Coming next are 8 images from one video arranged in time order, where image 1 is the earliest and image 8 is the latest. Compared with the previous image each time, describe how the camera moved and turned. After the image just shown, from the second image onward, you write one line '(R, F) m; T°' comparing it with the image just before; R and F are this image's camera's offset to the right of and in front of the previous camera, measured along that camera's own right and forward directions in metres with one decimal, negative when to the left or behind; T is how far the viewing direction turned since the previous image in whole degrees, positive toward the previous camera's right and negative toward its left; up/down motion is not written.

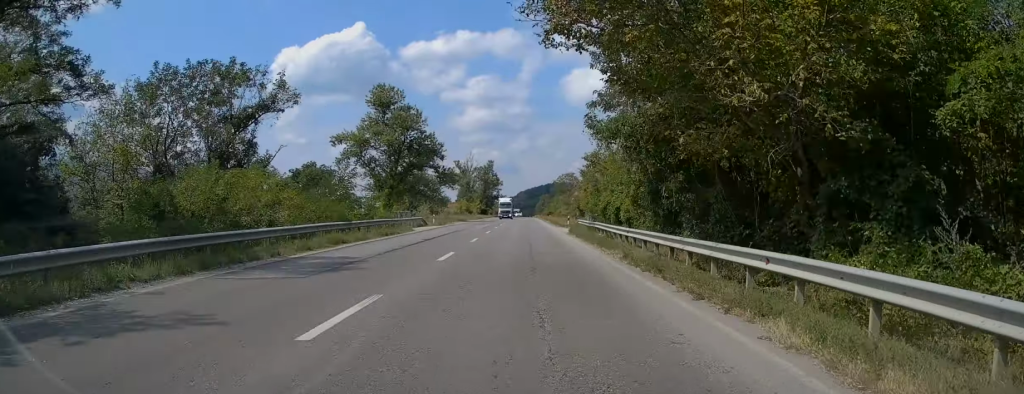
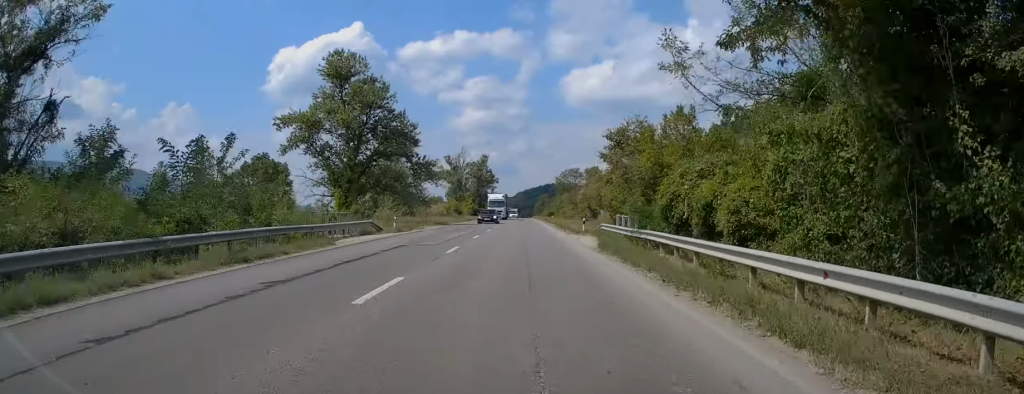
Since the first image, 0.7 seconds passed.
(+0.3, +15.6) m; 0°
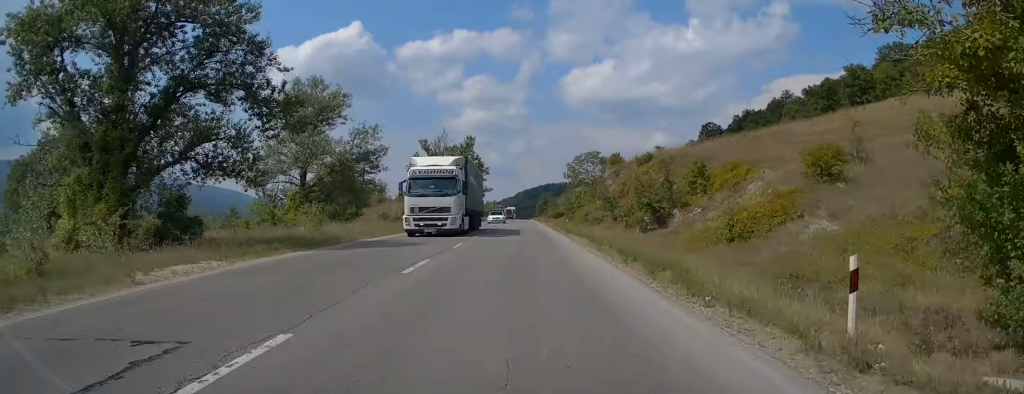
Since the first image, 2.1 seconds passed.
(-0.3, +32.0) m; 0°
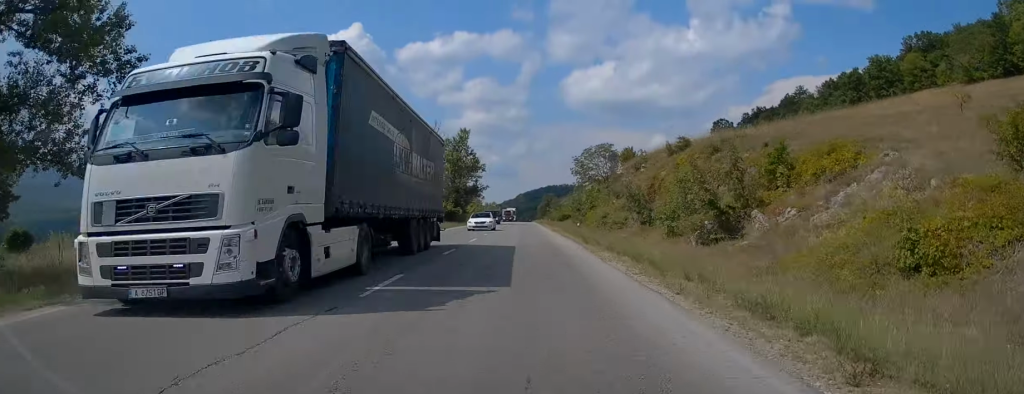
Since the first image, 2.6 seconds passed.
(+0.2, +11.2) m; 0°
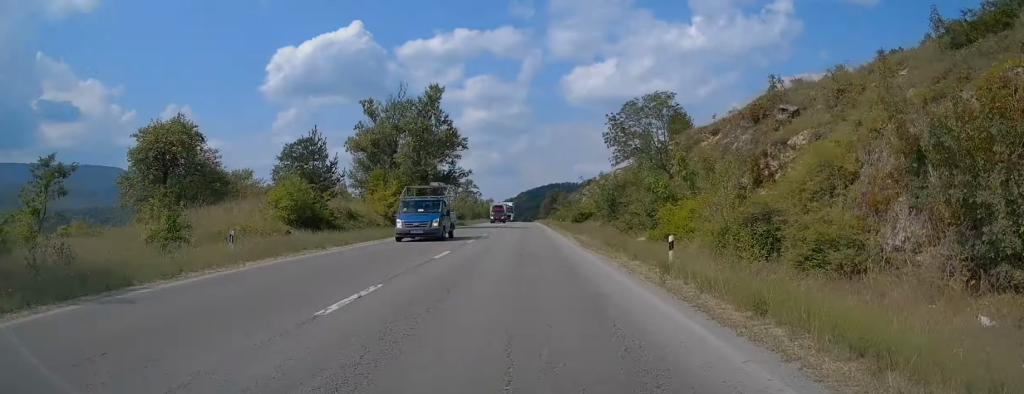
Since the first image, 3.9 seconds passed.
(-0.3, +28.5) m; 0°
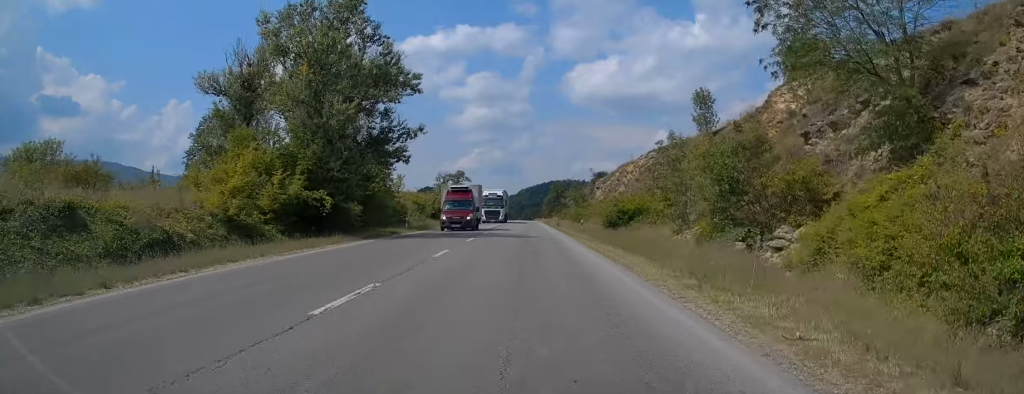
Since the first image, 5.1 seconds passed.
(+0.3, +27.1) m; 0°
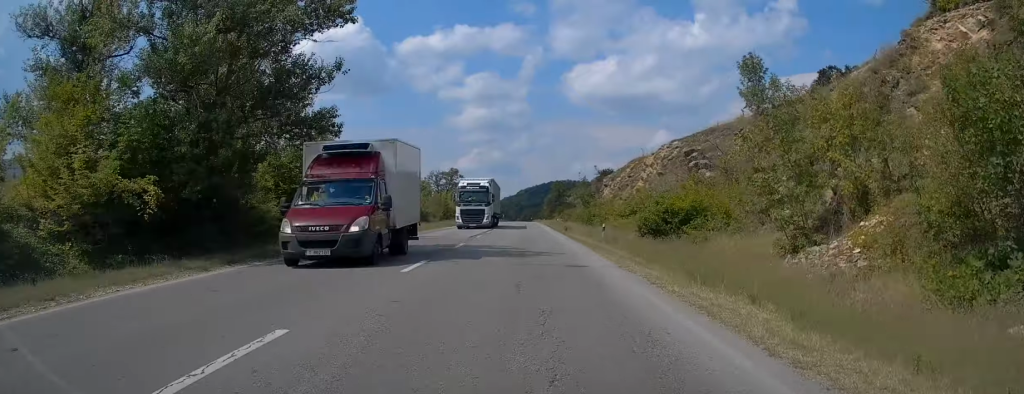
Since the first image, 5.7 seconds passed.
(-0.3, +12.8) m; 0°
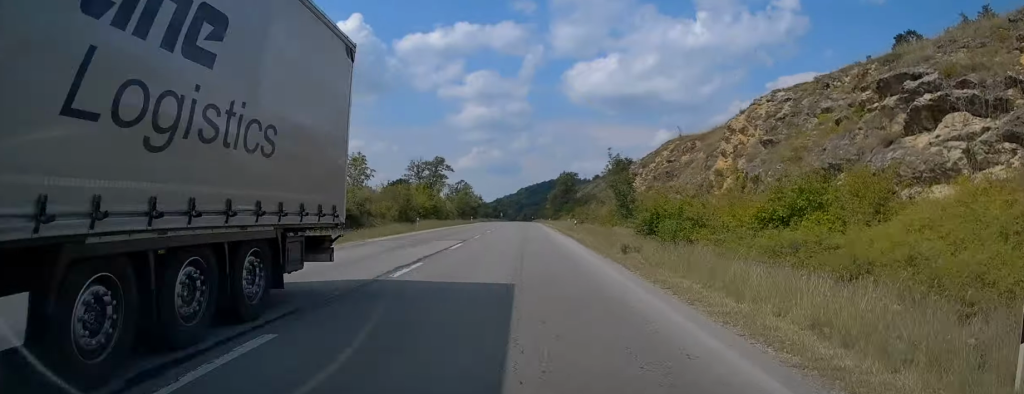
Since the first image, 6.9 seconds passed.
(+0.3, +27.2) m; 0°
